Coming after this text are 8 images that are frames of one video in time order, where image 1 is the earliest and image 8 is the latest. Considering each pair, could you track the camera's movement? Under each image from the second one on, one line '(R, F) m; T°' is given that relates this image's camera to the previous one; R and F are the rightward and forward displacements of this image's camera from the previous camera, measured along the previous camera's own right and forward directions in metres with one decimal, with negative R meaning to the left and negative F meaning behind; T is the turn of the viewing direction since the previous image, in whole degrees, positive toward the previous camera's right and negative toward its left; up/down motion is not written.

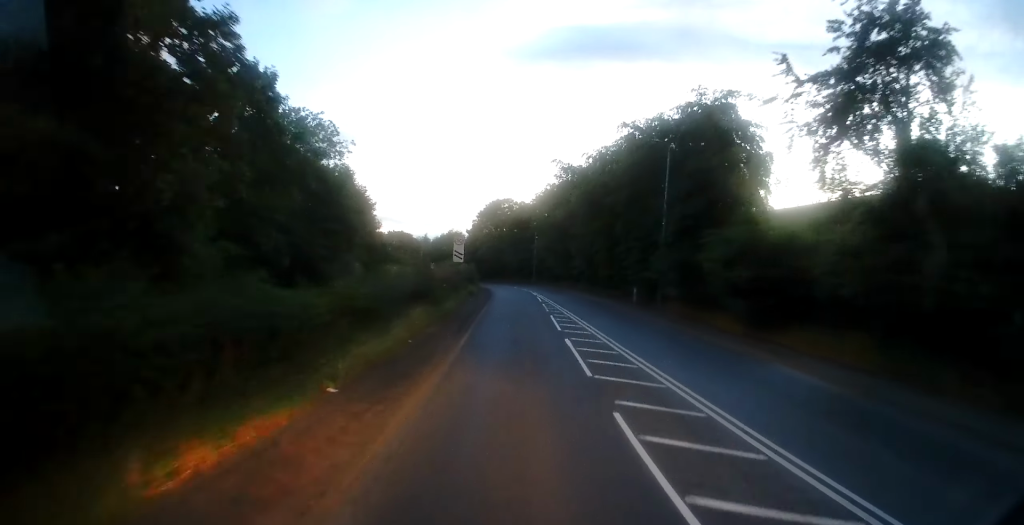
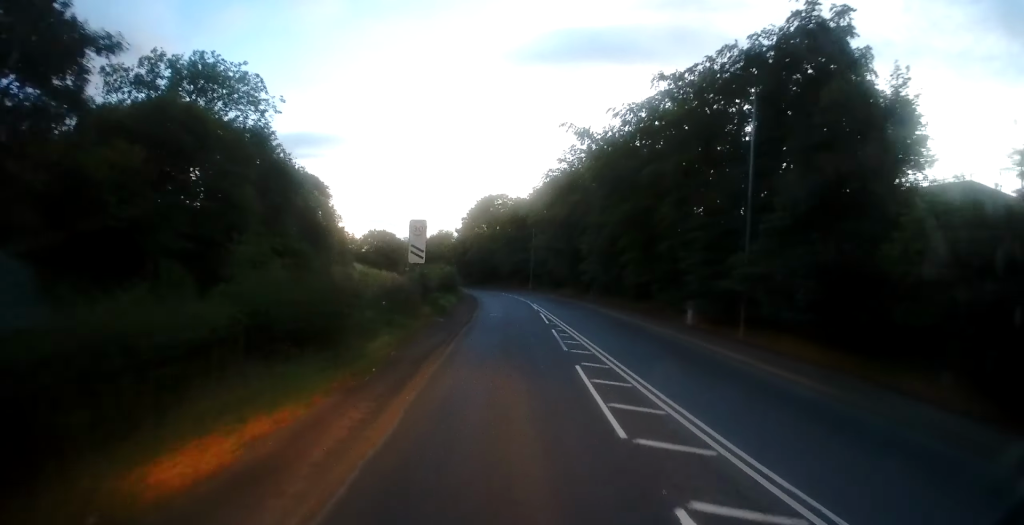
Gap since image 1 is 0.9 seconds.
(0.0, +13.4) m; 0°
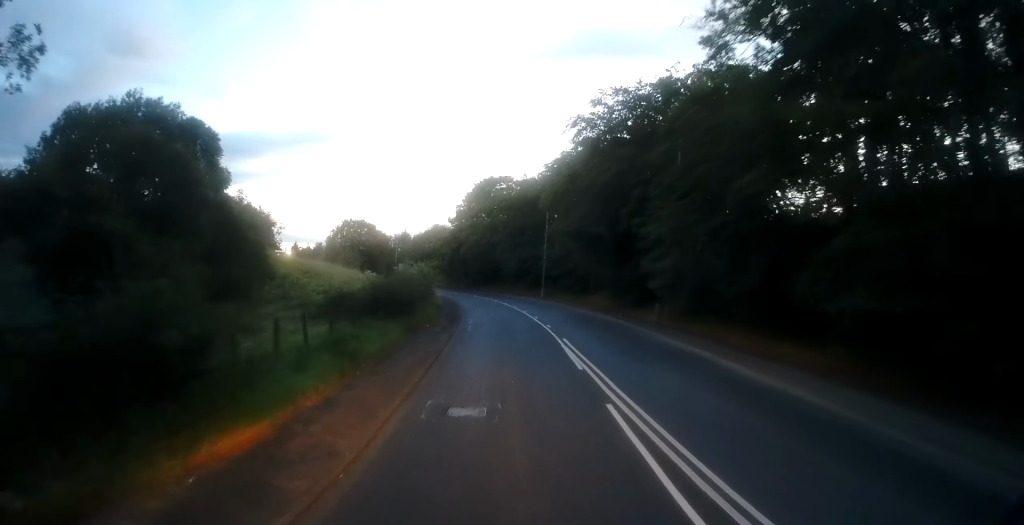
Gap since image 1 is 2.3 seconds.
(-0.2, +21.5) m; -1°
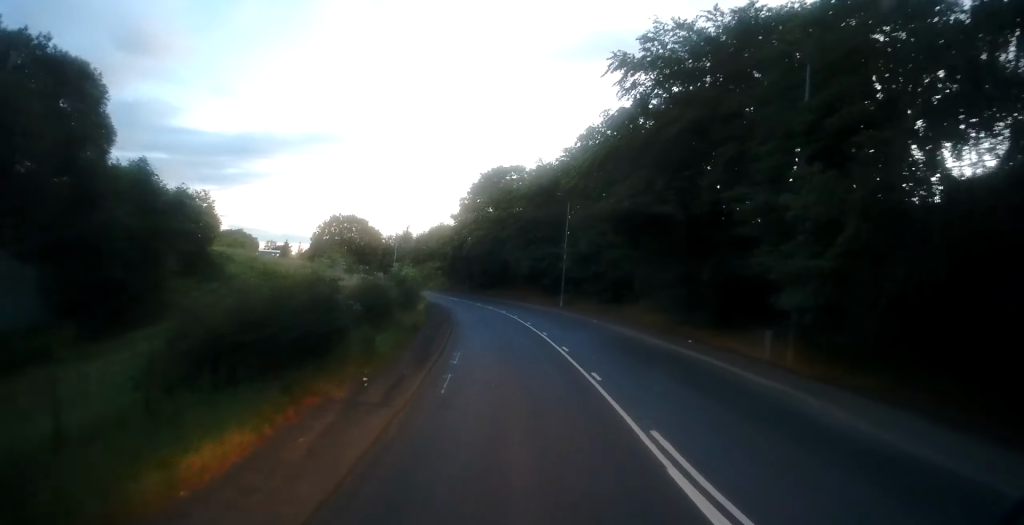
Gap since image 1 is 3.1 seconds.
(-0.1, +12.2) m; -1°
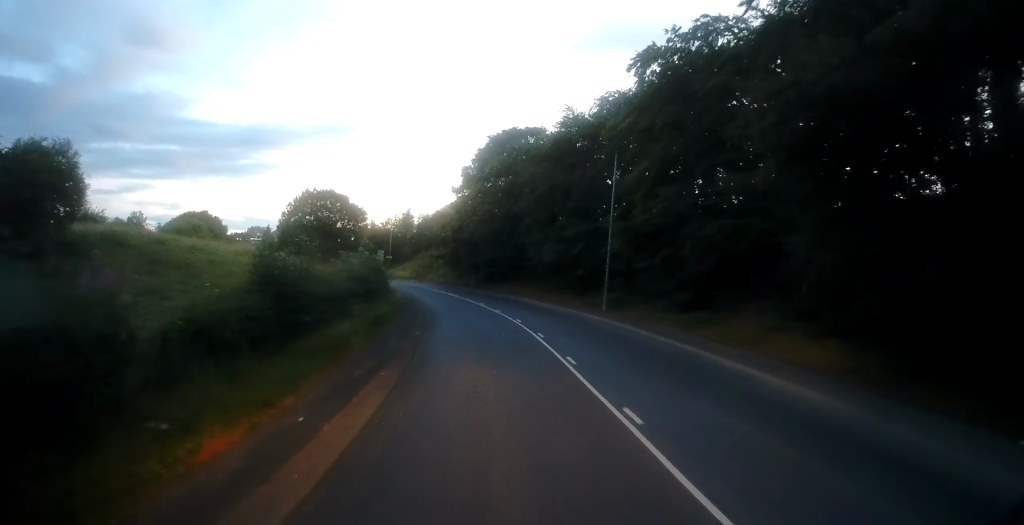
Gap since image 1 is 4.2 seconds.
(0.0, +16.8) m; -2°
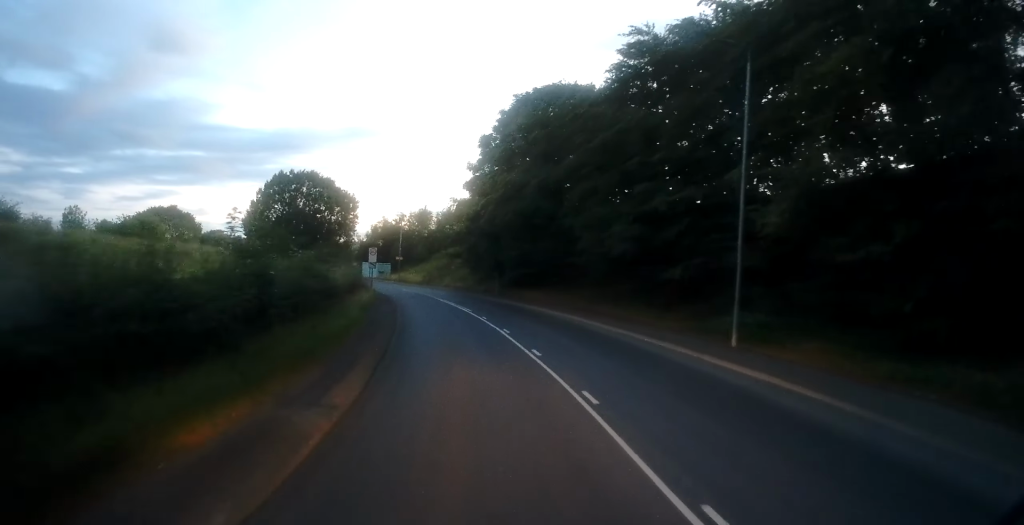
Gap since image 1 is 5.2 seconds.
(-0.5, +16.2) m; -4°
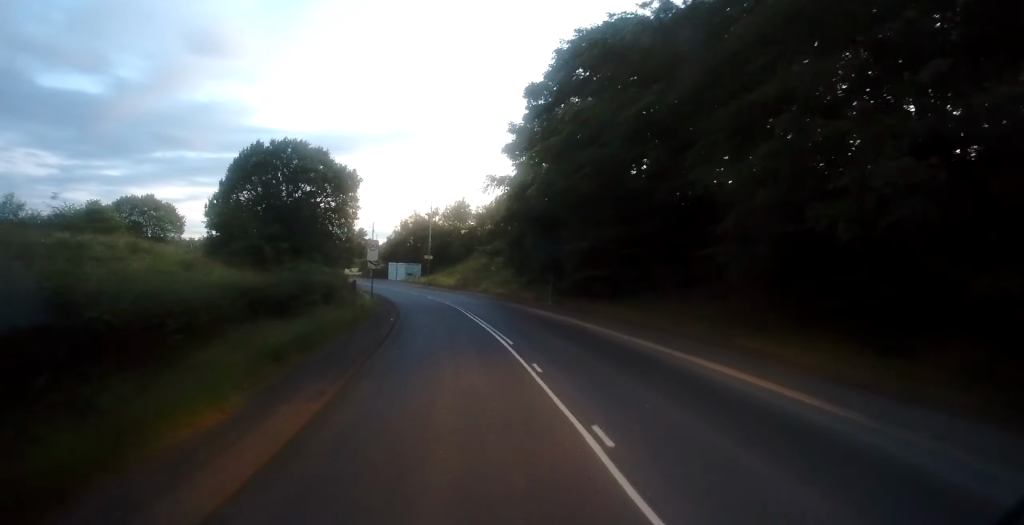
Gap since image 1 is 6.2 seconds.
(-0.6, +14.2) m; -5°
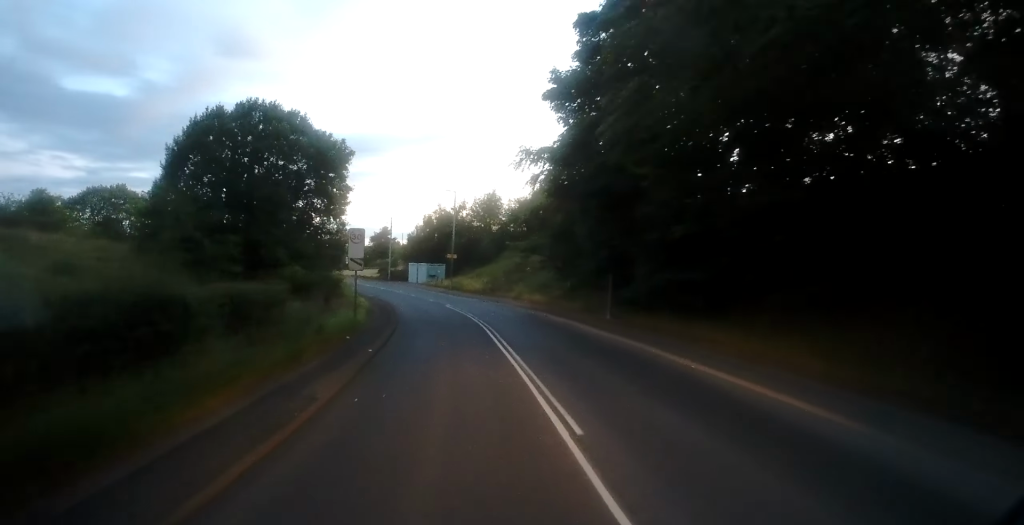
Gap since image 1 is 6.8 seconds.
(-0.1, +10.1) m; -3°
